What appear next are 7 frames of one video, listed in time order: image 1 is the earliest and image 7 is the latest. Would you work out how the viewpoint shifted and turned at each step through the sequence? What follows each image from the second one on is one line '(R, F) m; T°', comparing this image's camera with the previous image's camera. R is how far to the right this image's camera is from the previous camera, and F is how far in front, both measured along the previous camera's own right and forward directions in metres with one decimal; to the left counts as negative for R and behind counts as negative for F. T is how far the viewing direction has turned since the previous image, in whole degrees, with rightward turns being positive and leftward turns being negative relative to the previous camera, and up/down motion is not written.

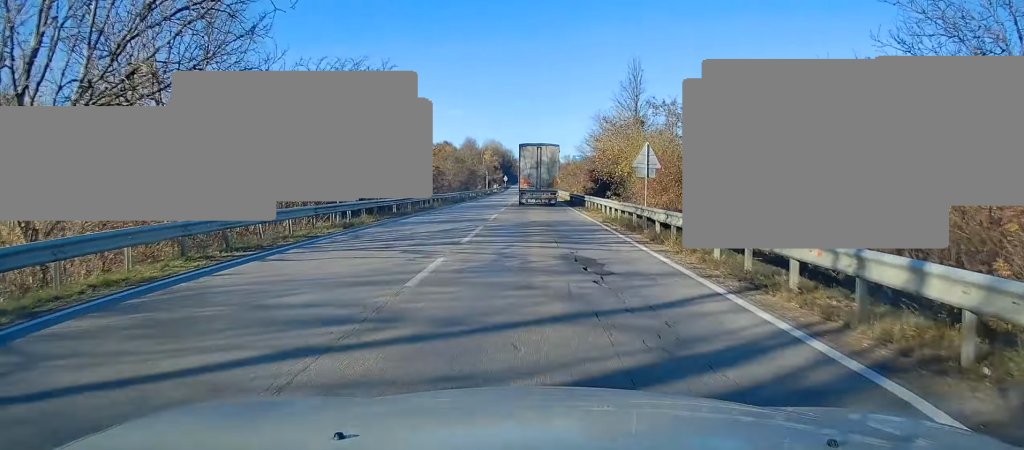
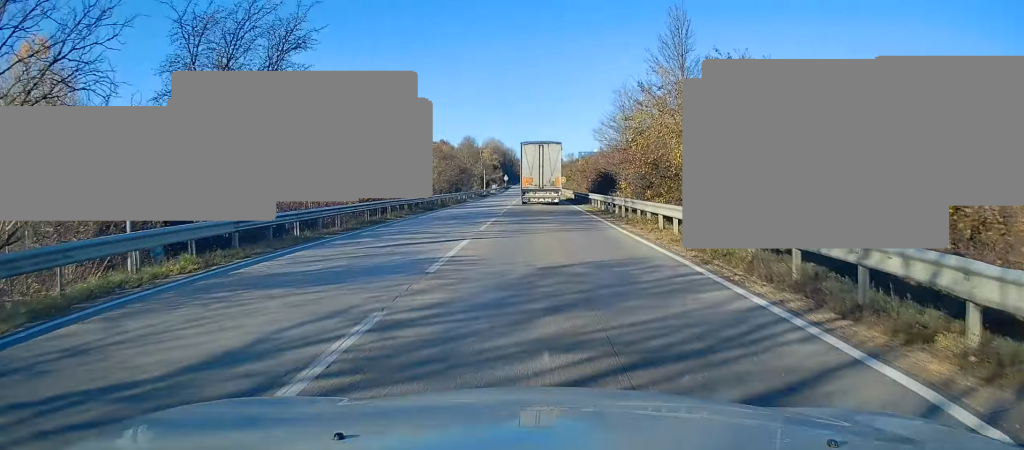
(-0.1, +13.7) m; +1°
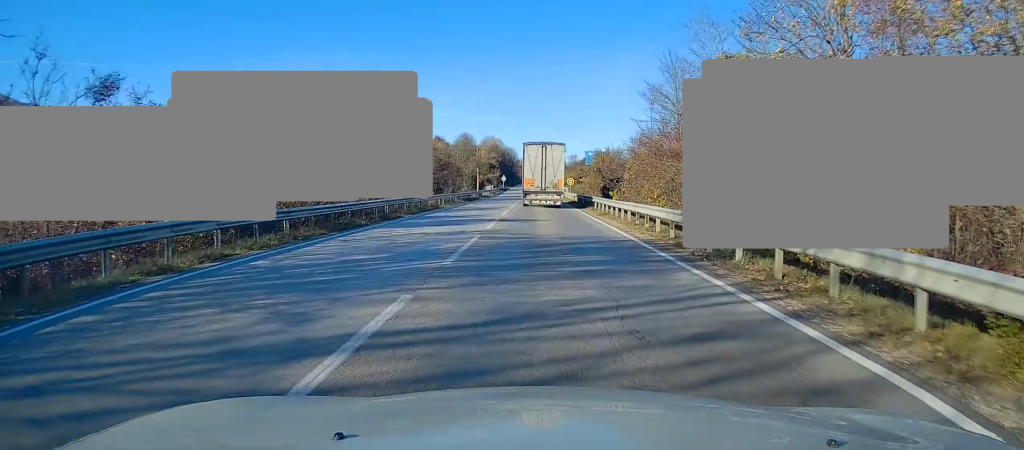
(+0.5, +16.8) m; +1°
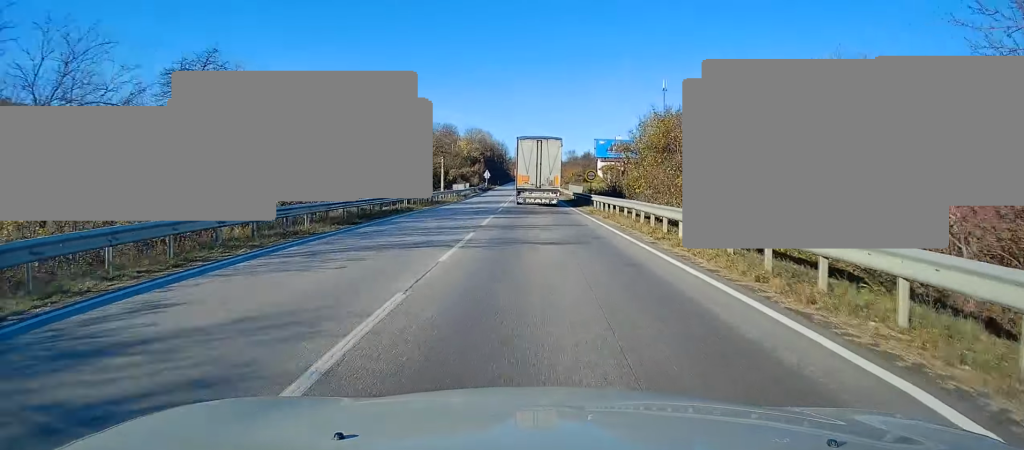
(-0.4, +35.2) m; -1°
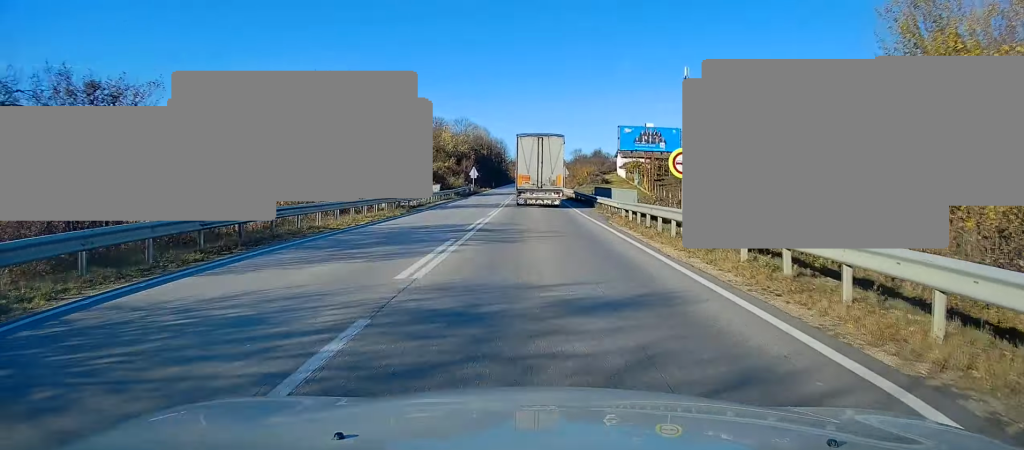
(0.0, +28.3) m; -1°
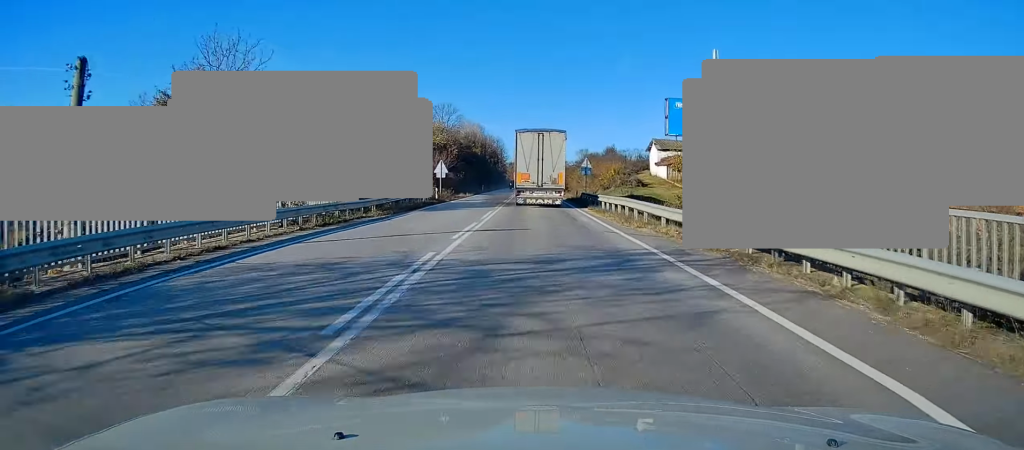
(-0.4, +29.7) m; 0°
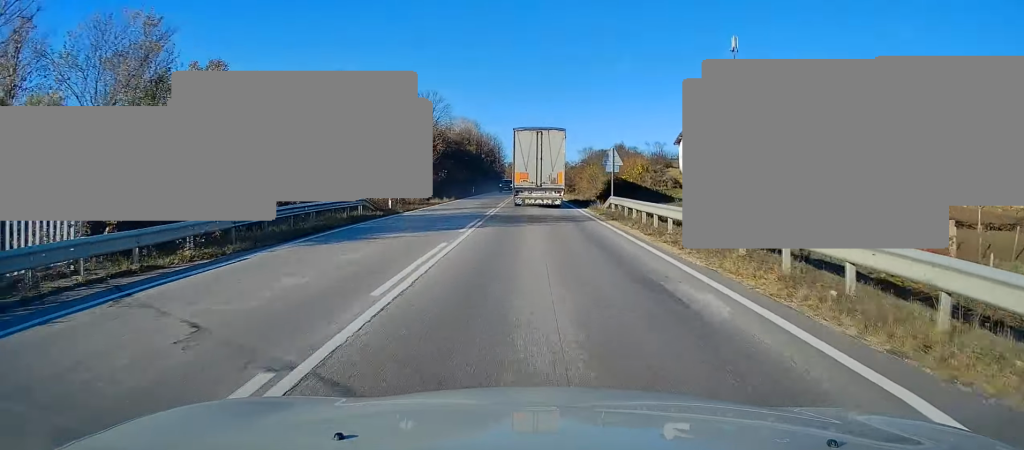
(+0.3, +15.8) m; +1°
